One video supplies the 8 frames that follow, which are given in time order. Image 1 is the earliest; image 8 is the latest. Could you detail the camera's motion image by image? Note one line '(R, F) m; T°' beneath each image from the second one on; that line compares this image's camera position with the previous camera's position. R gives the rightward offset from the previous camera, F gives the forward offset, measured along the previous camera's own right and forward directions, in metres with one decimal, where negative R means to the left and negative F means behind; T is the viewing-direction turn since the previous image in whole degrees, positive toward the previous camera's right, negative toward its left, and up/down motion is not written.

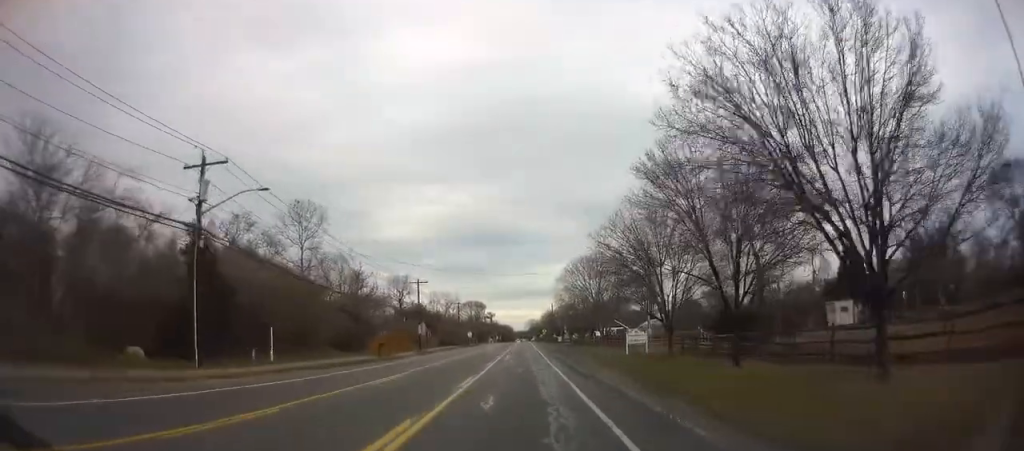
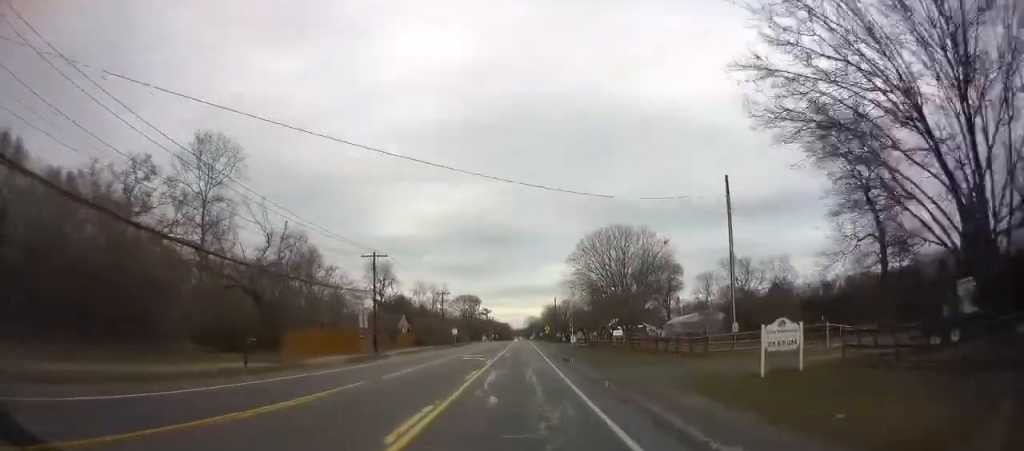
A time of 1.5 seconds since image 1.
(-0.1, +22.0) m; 0°
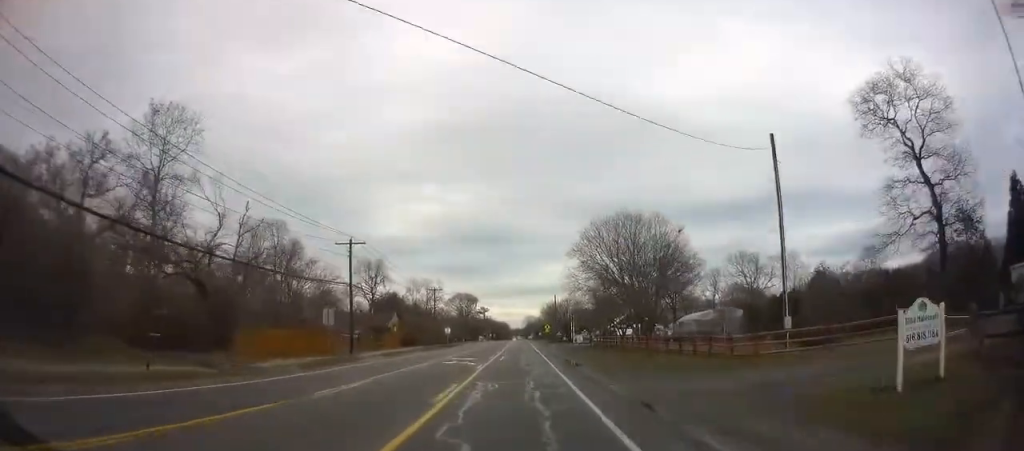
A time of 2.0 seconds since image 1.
(-0.1, +6.8) m; 0°
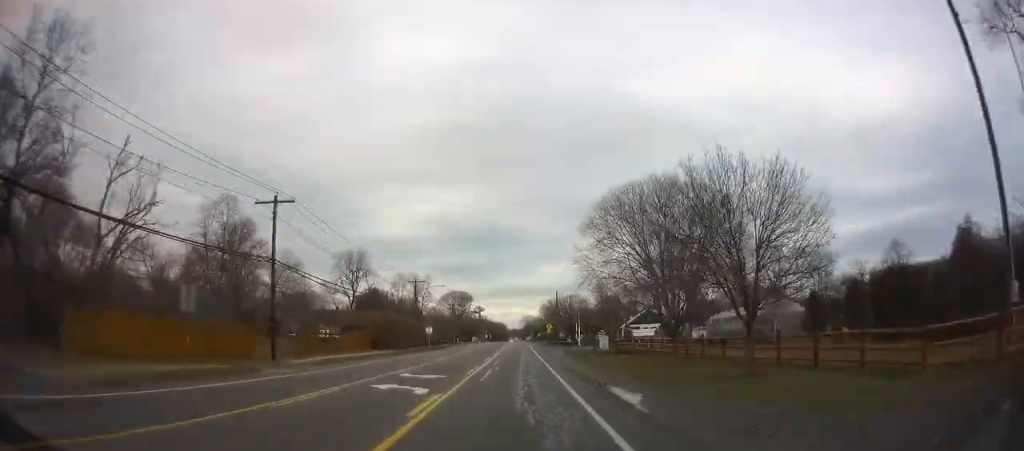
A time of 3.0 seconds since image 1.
(+0.2, +14.5) m; 0°
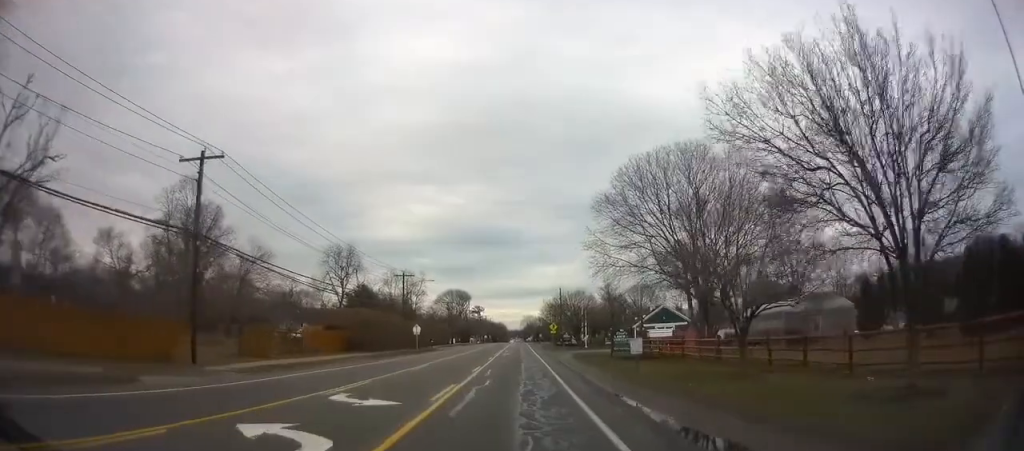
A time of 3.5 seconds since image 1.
(-0.1, +8.6) m; -1°
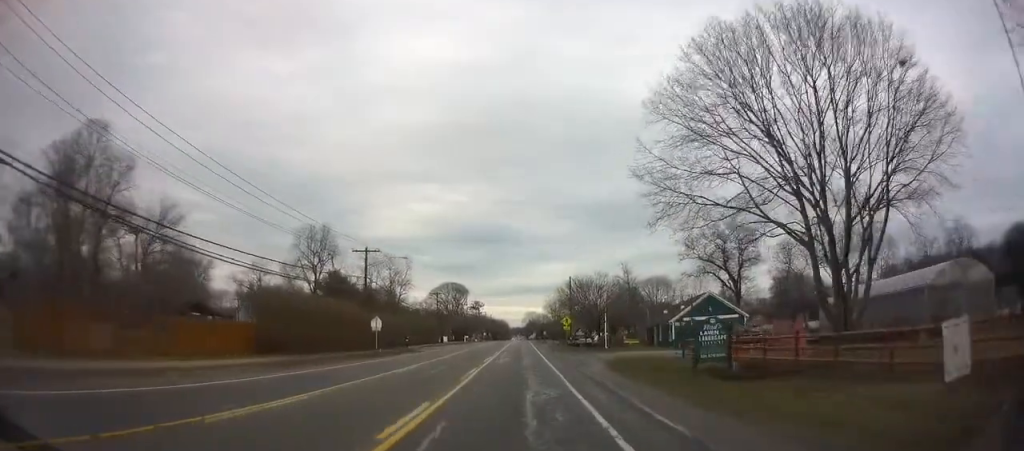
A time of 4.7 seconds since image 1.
(-0.2, +17.7) m; 0°
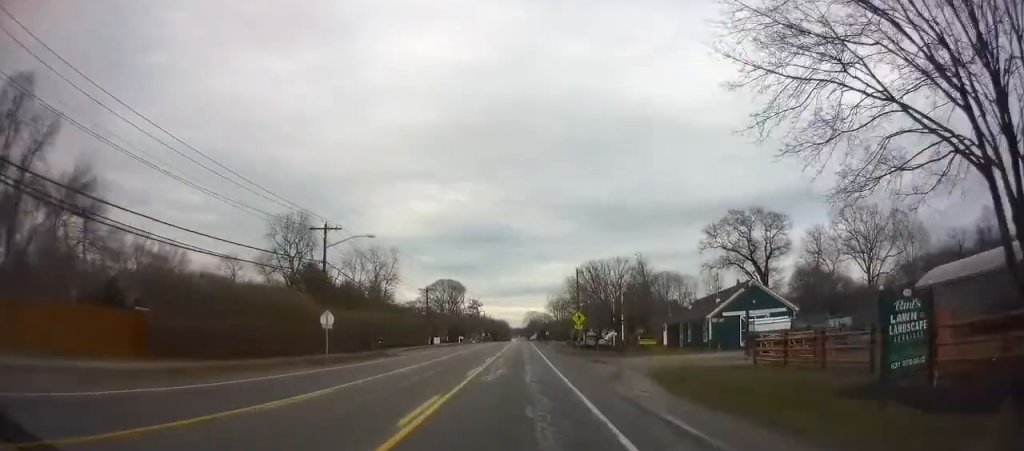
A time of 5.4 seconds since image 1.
(0.0, +11.2) m; 0°
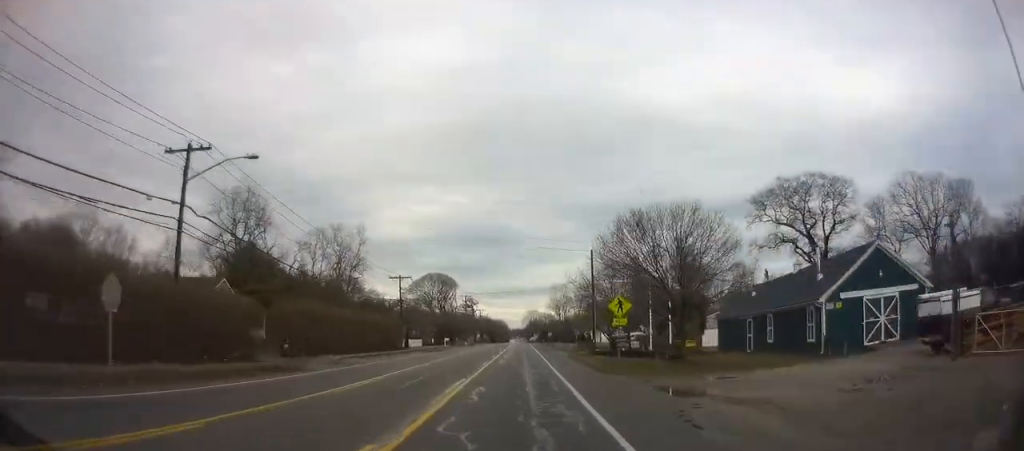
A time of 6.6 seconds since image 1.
(+0.1, +18.6) m; 0°
